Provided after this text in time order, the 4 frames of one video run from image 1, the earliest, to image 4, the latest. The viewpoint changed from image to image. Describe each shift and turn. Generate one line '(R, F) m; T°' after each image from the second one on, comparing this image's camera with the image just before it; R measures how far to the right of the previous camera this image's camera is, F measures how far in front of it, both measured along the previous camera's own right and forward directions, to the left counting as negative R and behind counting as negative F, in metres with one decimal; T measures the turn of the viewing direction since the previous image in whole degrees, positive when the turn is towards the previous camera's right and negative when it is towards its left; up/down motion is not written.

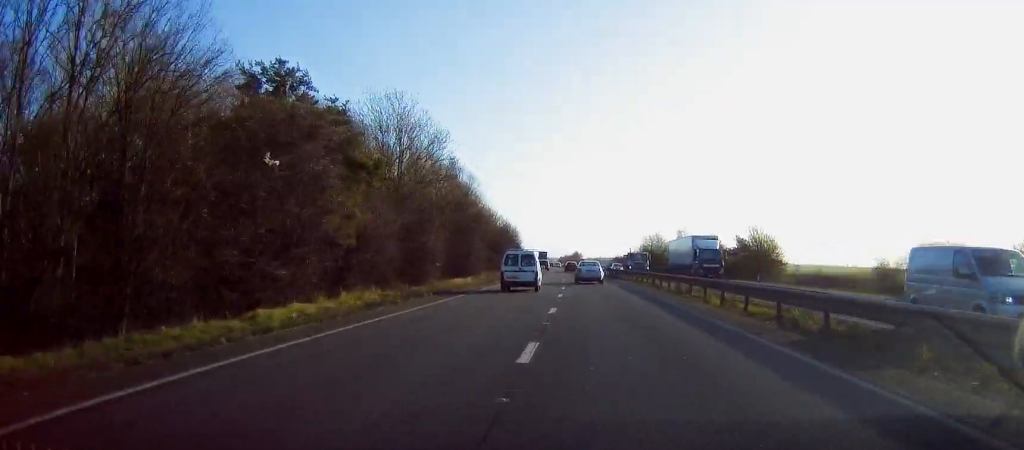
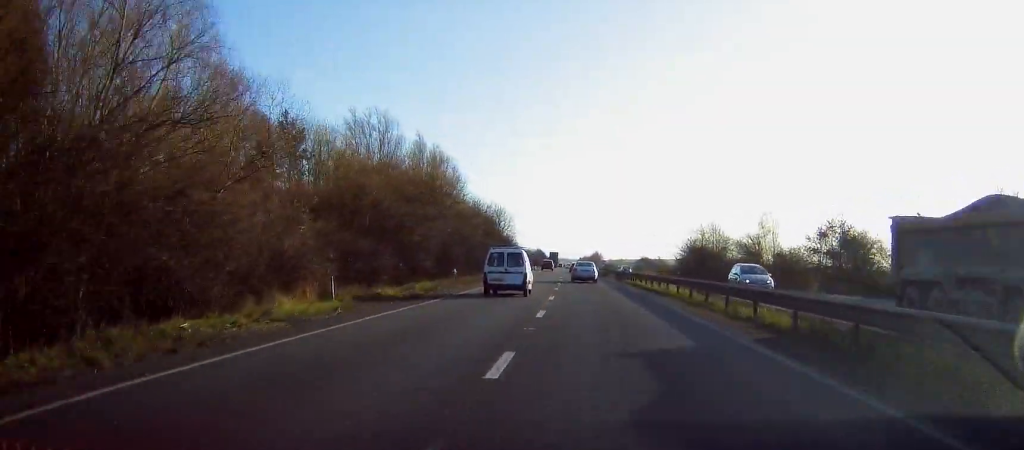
(-0.9, +47.4) m; 0°
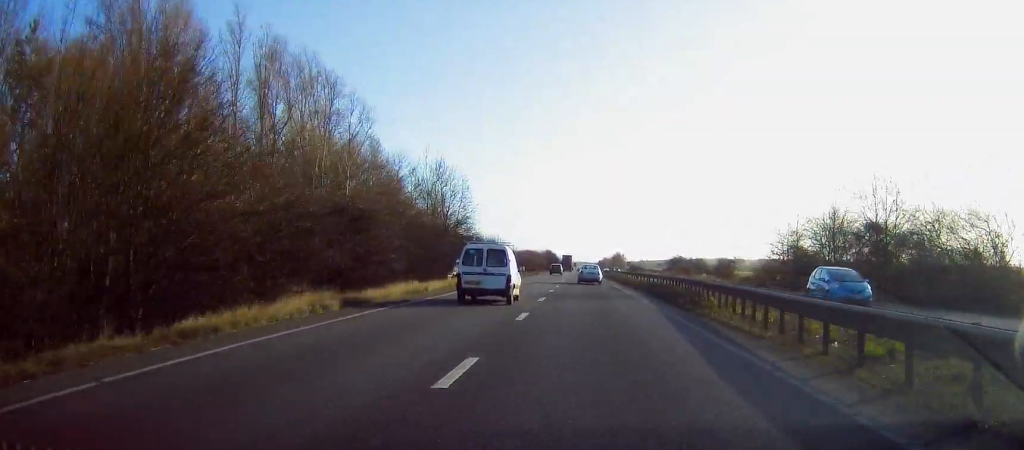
(-0.2, +55.7) m; -2°
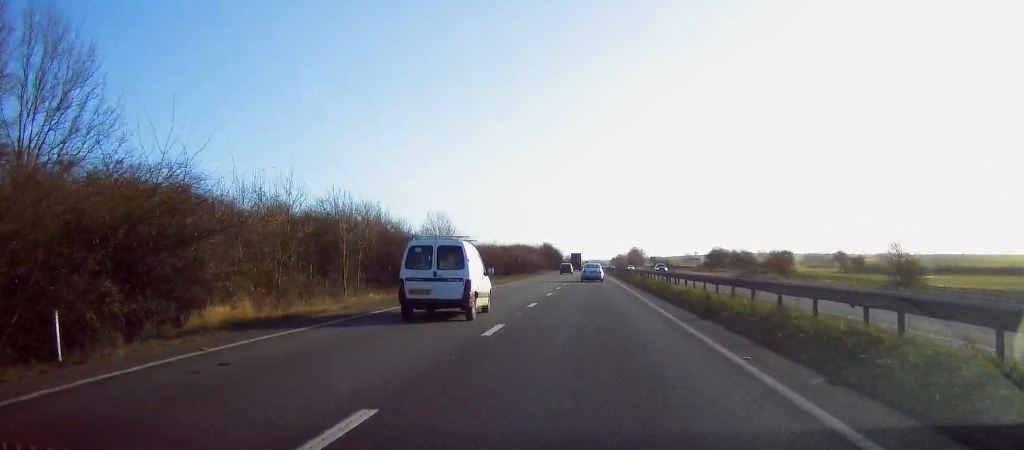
(-1.0, +57.1) m; -1°
